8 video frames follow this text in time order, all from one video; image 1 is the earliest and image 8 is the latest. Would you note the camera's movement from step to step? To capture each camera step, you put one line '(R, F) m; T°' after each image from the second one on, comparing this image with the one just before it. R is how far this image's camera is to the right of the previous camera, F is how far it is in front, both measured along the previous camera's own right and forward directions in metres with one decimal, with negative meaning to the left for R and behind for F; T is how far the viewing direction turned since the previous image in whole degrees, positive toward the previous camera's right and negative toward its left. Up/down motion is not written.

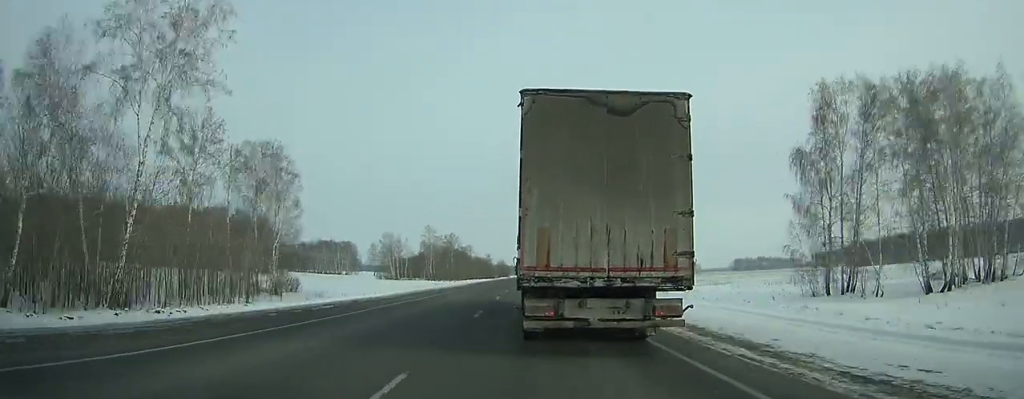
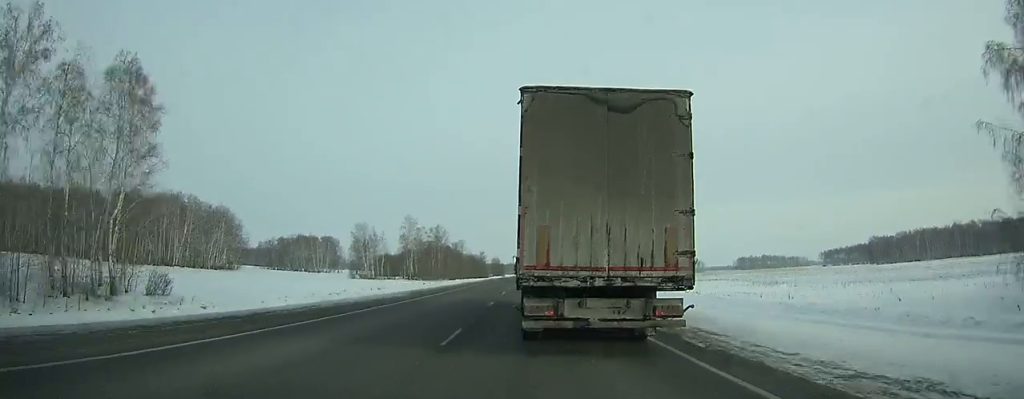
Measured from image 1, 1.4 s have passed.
(+0.1, +31.0) m; 0°
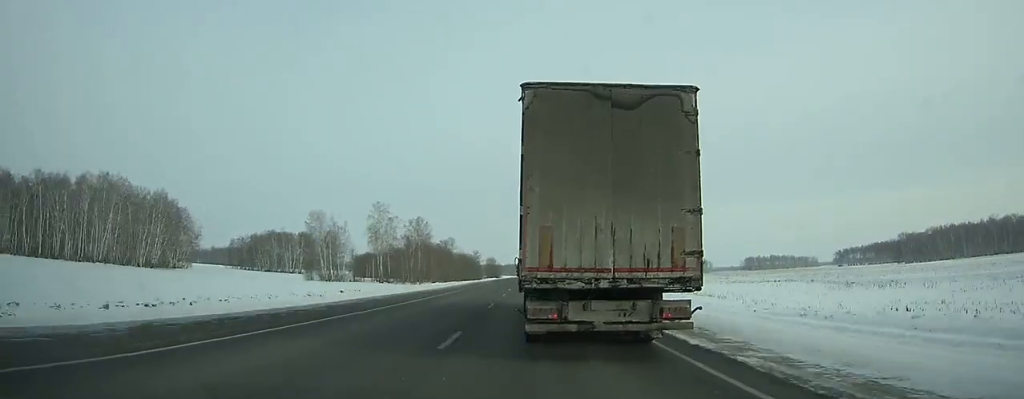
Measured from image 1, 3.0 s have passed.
(0.0, +35.5) m; +1°
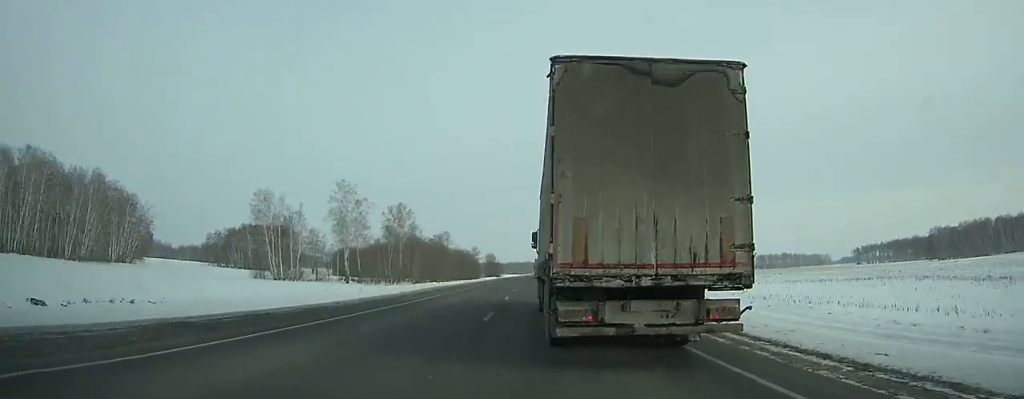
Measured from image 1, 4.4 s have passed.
(+0.3, +30.9) m; 0°
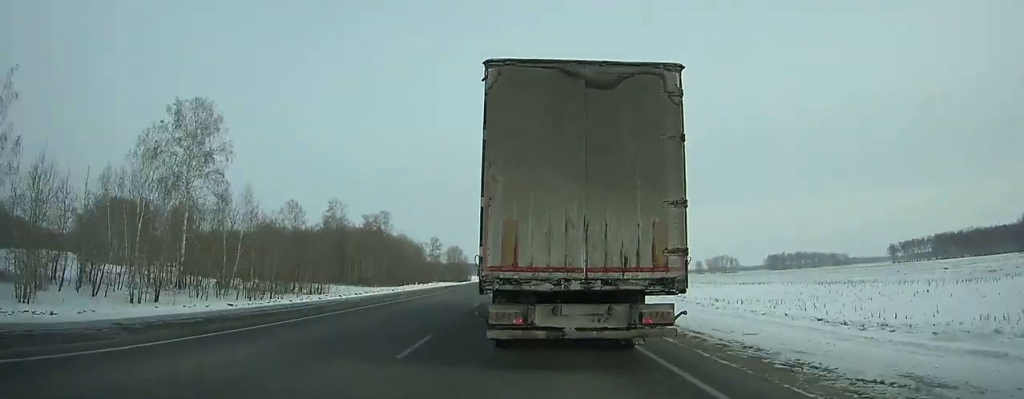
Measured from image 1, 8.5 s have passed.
(+1.0, +89.7) m; +1°
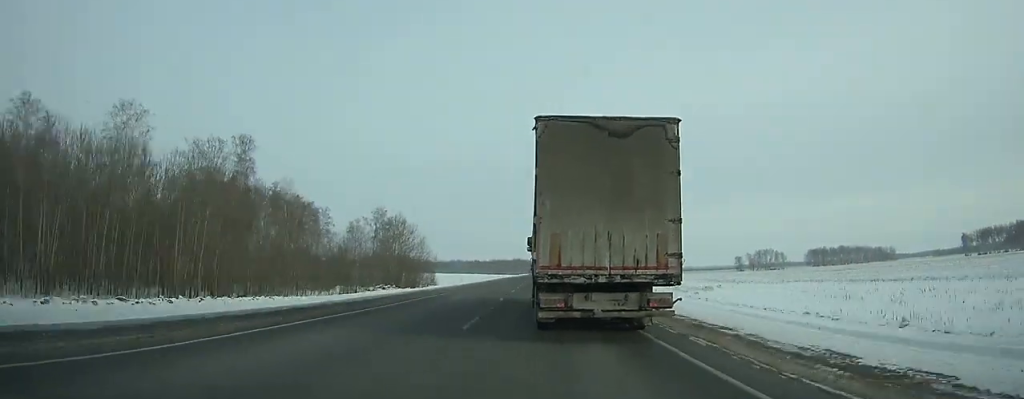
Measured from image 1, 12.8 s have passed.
(-0.2, +93.6) m; 0°
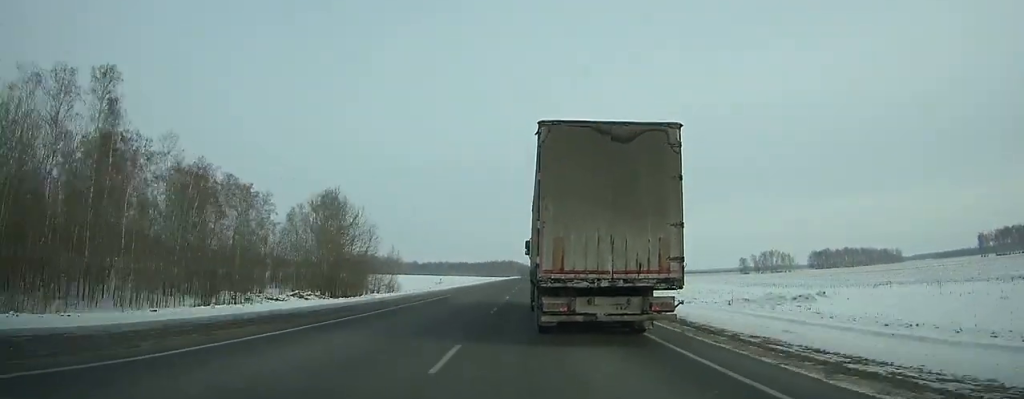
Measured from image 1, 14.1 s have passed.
(0.0, +28.5) m; 0°
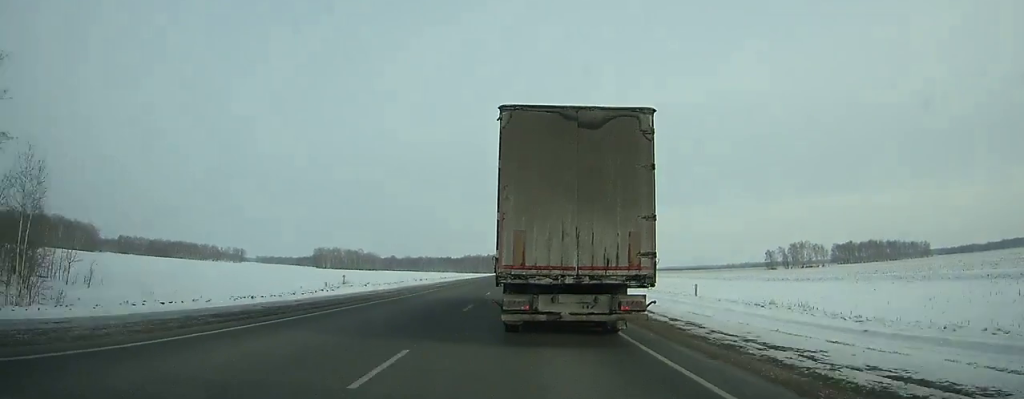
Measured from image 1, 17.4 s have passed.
(+0.5, +72.8) m; 0°
